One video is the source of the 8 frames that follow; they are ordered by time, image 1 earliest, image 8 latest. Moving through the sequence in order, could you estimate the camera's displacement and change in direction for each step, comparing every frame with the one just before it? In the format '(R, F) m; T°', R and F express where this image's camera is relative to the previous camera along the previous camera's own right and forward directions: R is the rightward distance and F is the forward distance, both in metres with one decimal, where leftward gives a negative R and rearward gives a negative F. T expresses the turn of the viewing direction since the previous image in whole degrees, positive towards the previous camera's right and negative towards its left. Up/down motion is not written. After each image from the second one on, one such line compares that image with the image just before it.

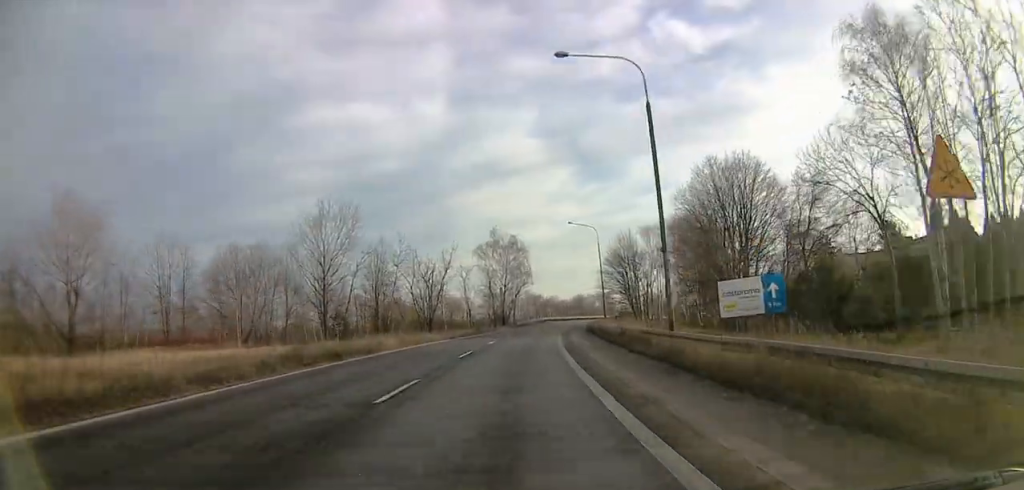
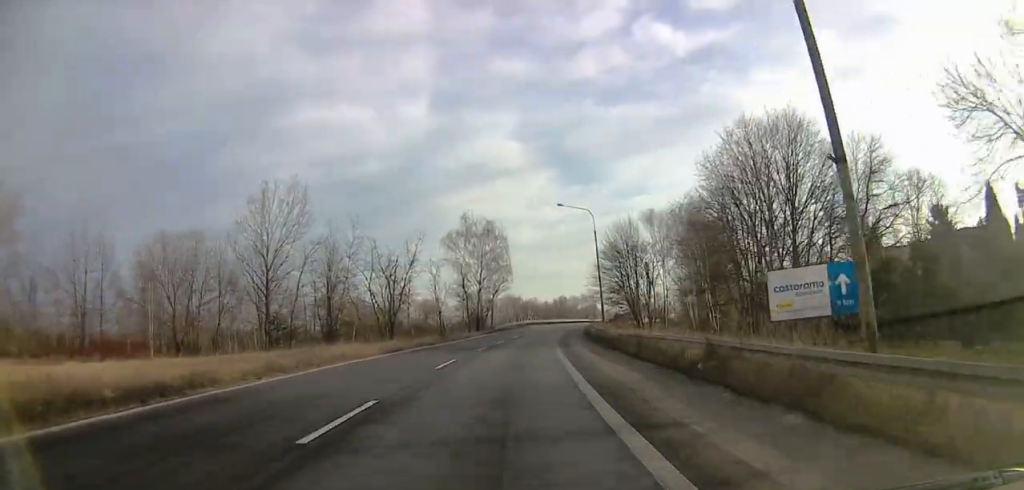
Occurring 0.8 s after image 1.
(-0.3, +15.5) m; +1°
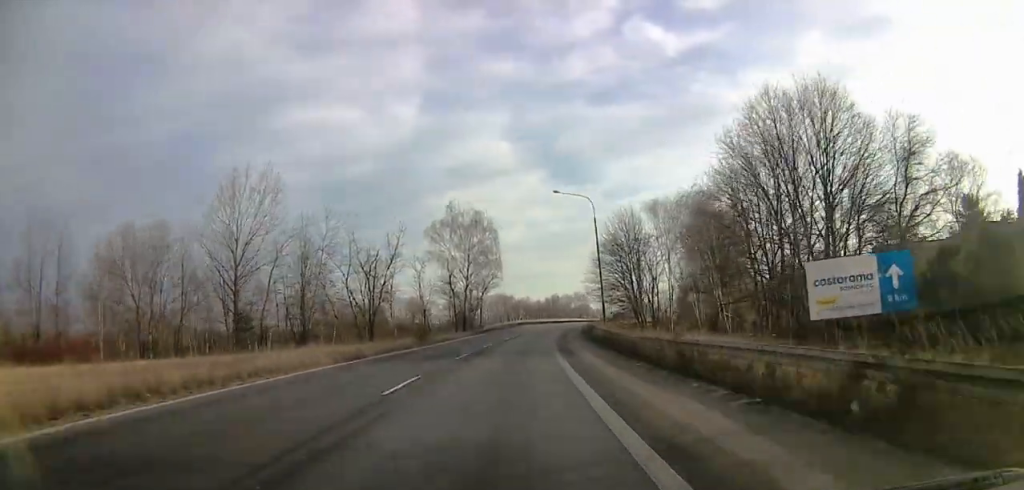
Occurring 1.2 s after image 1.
(+0.1, +7.6) m; +1°
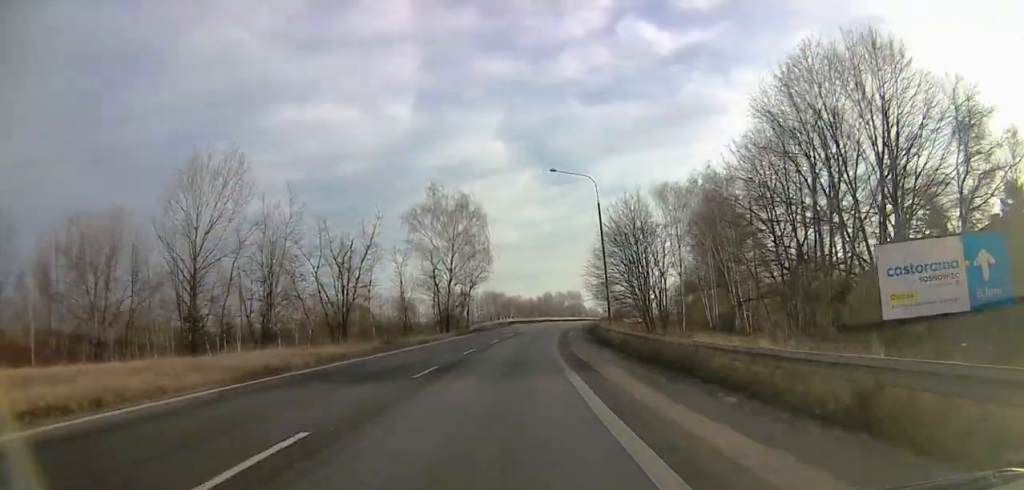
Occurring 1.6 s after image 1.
(+0.1, +8.1) m; +2°
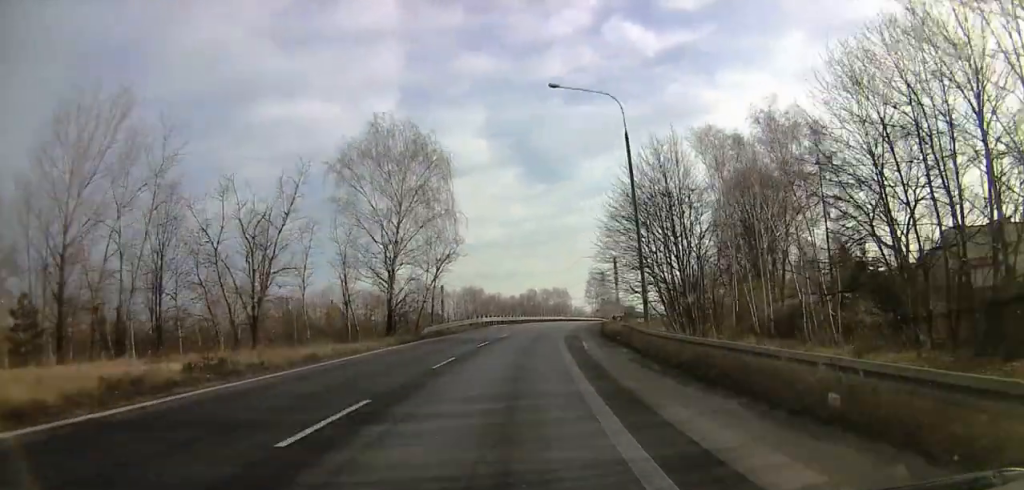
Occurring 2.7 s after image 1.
(+0.9, +19.6) m; 0°
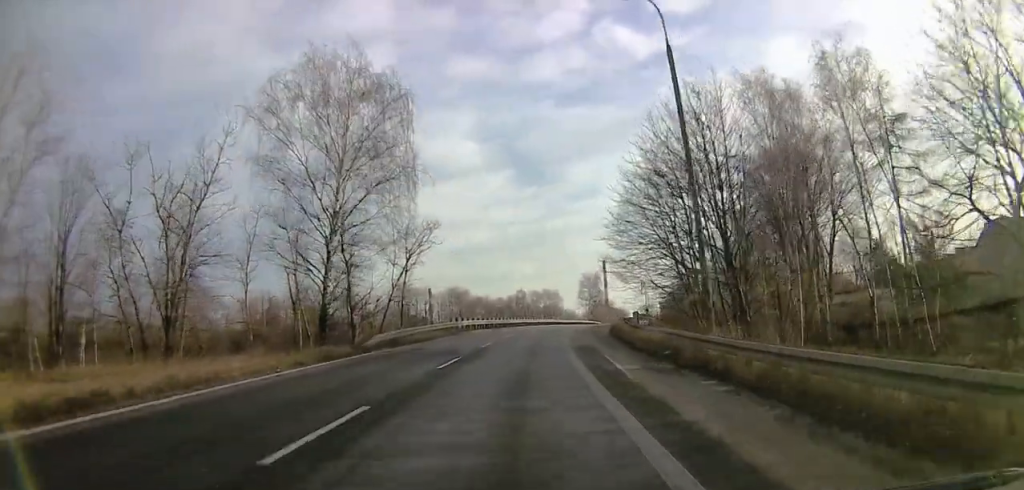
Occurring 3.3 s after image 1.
(-0.3, +11.5) m; -1°
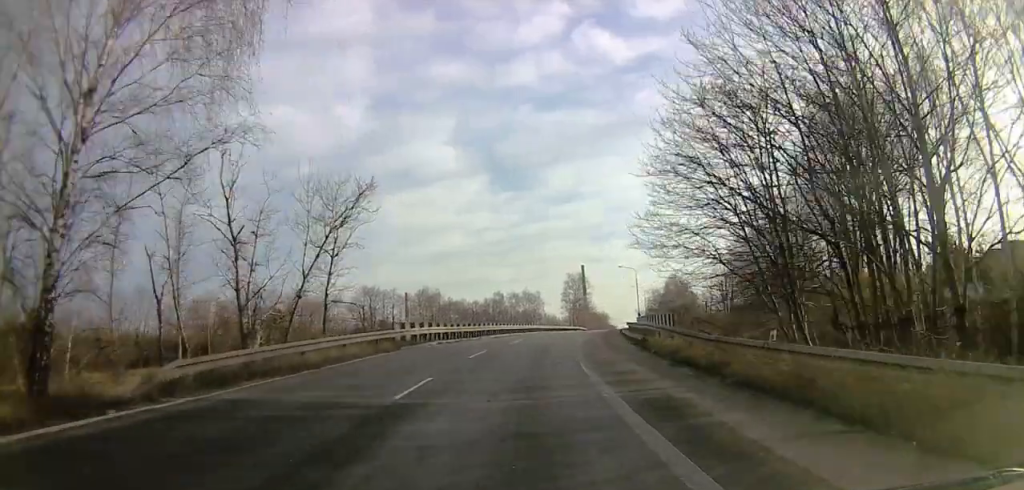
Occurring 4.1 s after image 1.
(-0.8, +16.7) m; +1°
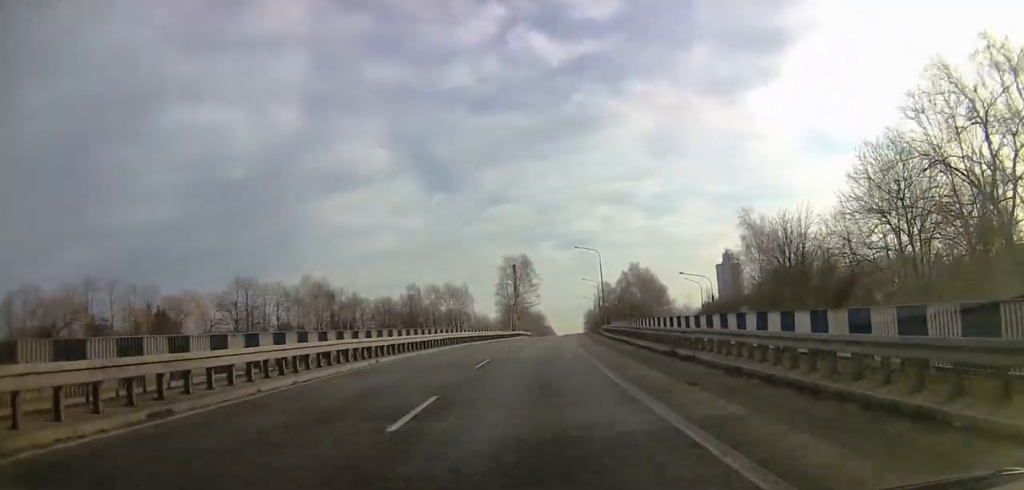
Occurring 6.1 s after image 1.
(+3.8, +37.6) m; +13°
